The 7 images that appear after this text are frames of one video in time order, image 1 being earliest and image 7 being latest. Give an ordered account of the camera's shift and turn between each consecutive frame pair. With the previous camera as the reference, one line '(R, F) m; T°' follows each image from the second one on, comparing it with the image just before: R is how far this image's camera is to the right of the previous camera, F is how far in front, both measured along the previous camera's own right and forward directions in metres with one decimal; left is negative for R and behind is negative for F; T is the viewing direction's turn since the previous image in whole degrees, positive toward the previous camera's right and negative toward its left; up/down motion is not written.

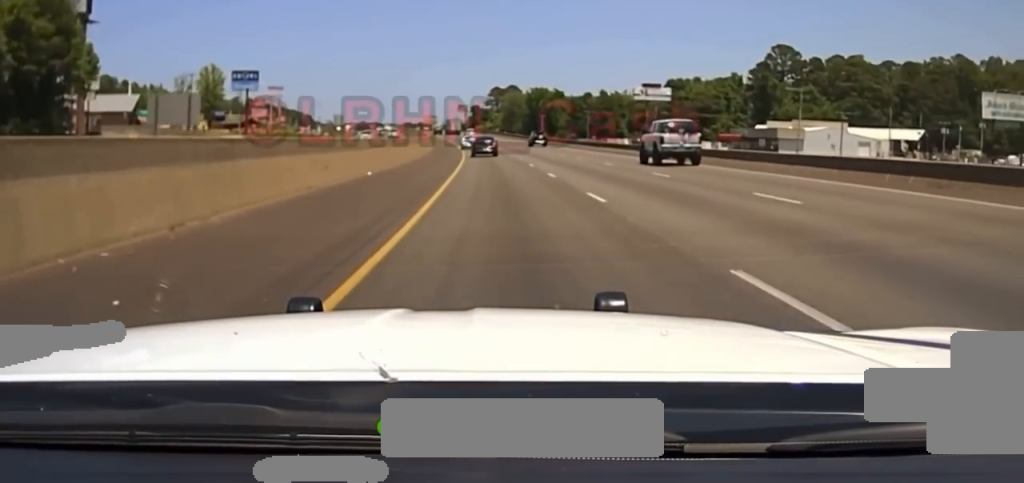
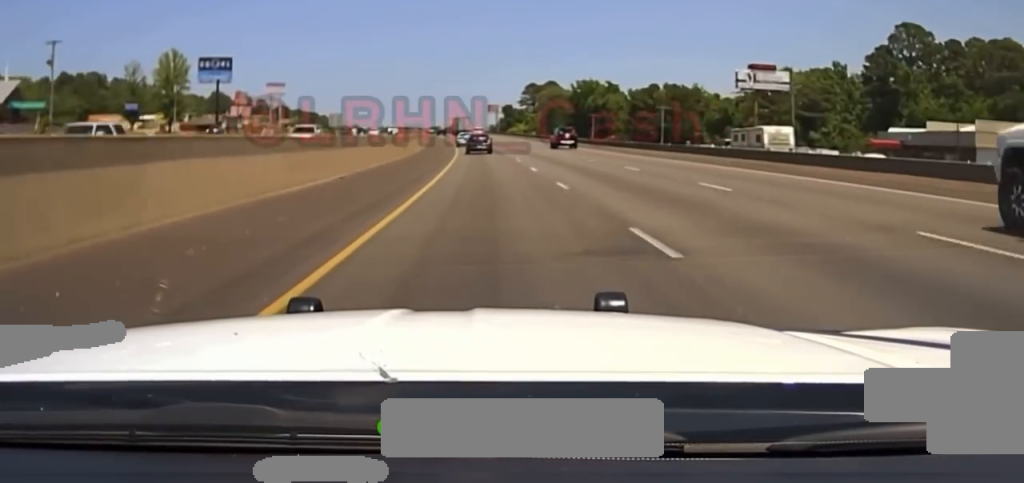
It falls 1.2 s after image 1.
(-1.1, +67.2) m; -2°
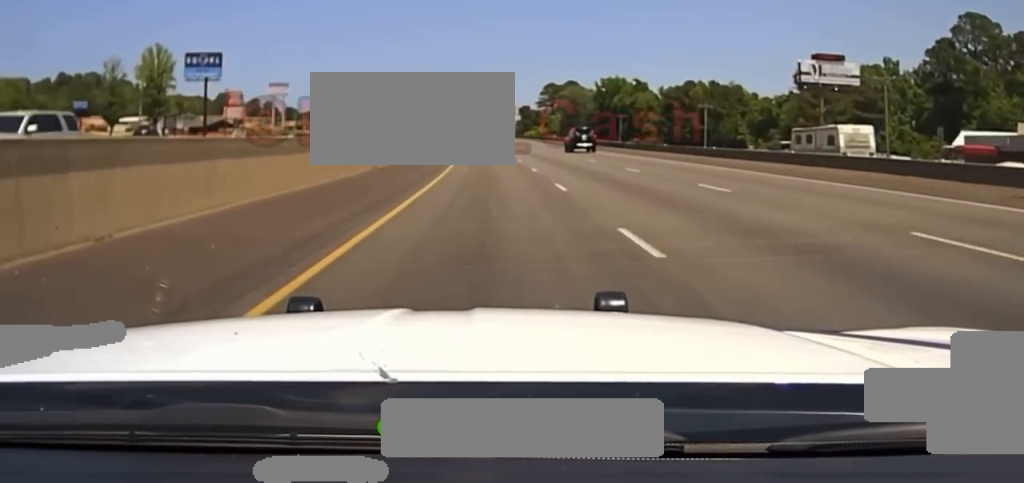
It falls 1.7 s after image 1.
(-0.5, +25.2) m; -1°
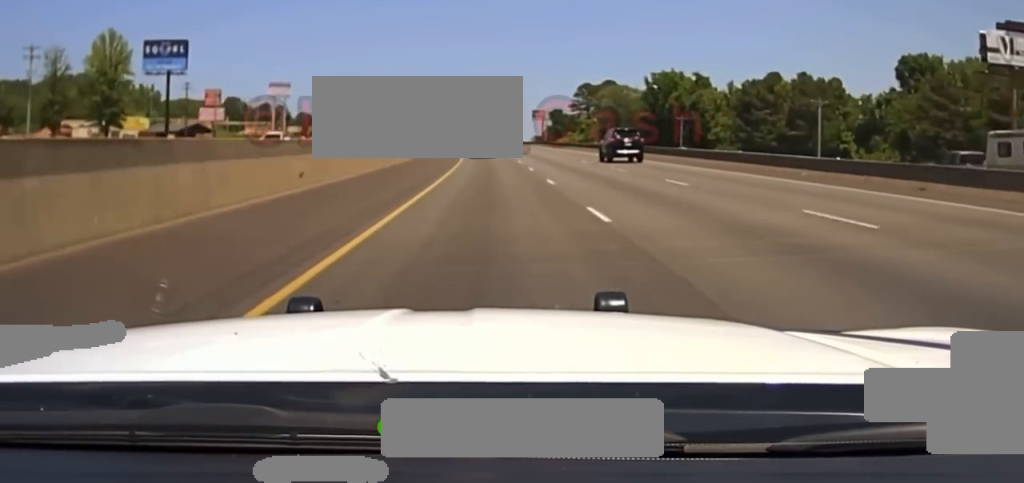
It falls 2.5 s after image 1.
(-0.8, +47.2) m; -2°
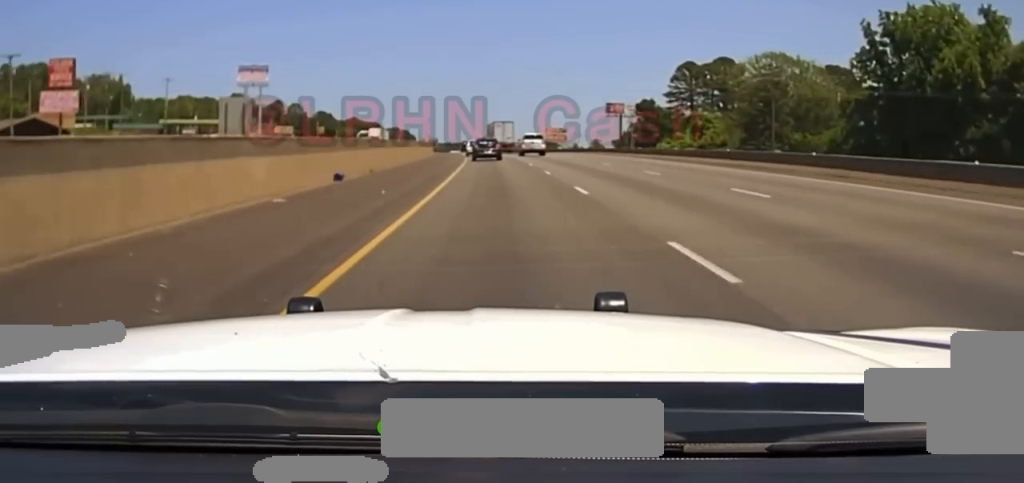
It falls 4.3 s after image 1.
(-2.1, +101.5) m; -2°
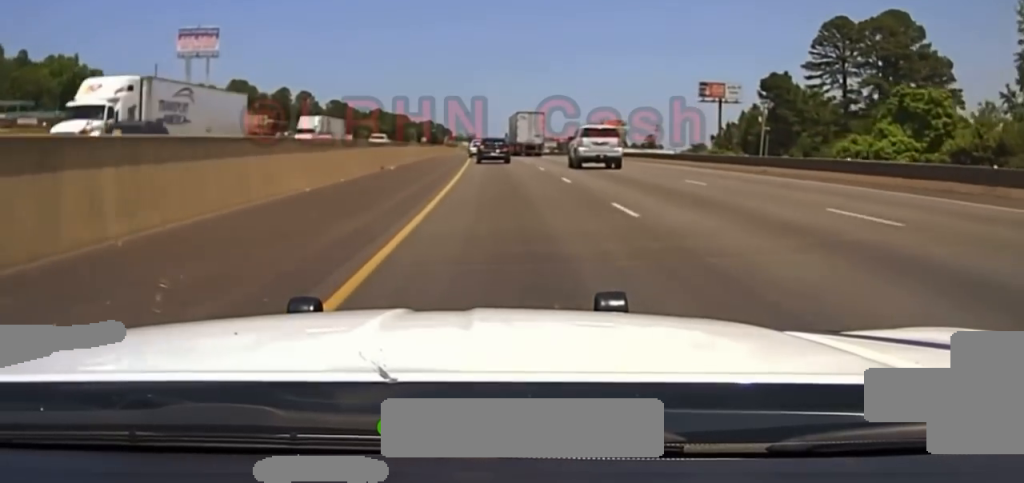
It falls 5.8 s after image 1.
(-2.2, +75.1) m; -3°
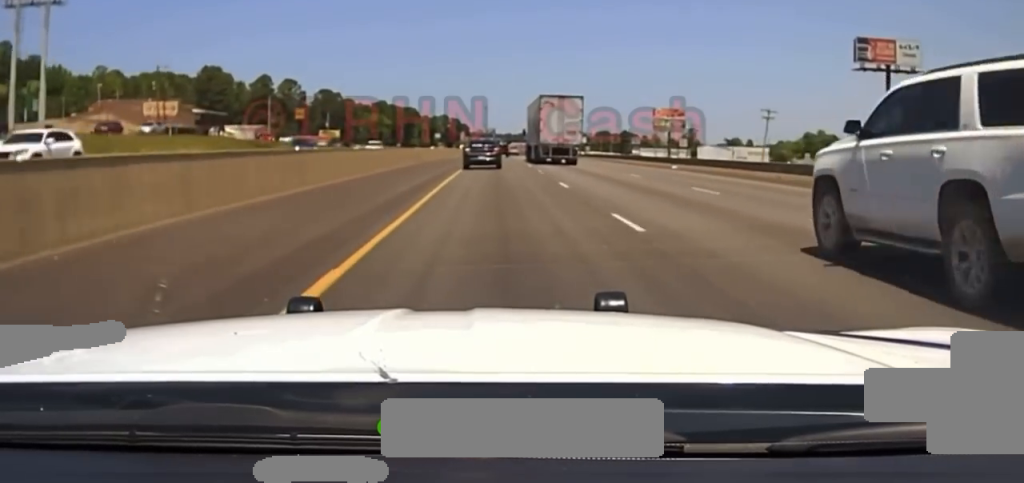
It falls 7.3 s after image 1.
(-1.6, +76.3) m; -2°
